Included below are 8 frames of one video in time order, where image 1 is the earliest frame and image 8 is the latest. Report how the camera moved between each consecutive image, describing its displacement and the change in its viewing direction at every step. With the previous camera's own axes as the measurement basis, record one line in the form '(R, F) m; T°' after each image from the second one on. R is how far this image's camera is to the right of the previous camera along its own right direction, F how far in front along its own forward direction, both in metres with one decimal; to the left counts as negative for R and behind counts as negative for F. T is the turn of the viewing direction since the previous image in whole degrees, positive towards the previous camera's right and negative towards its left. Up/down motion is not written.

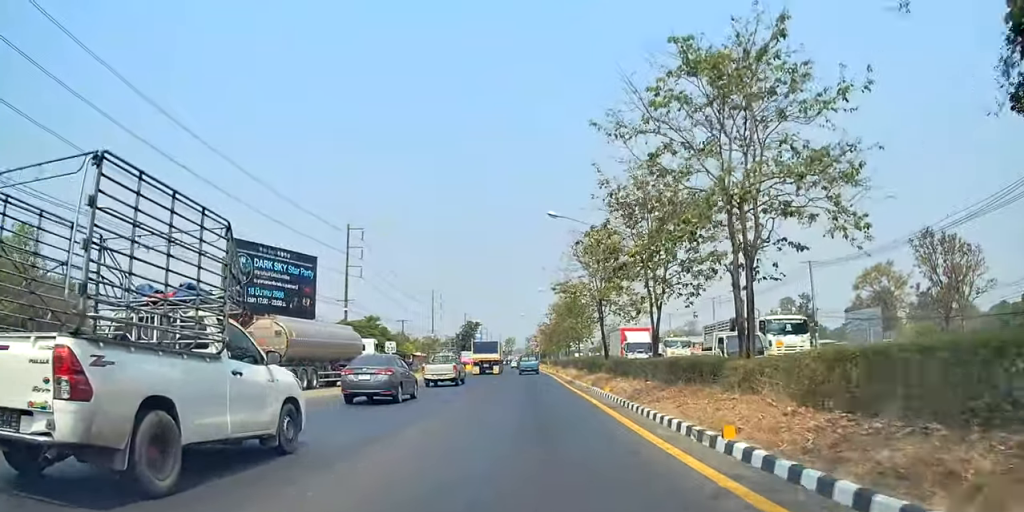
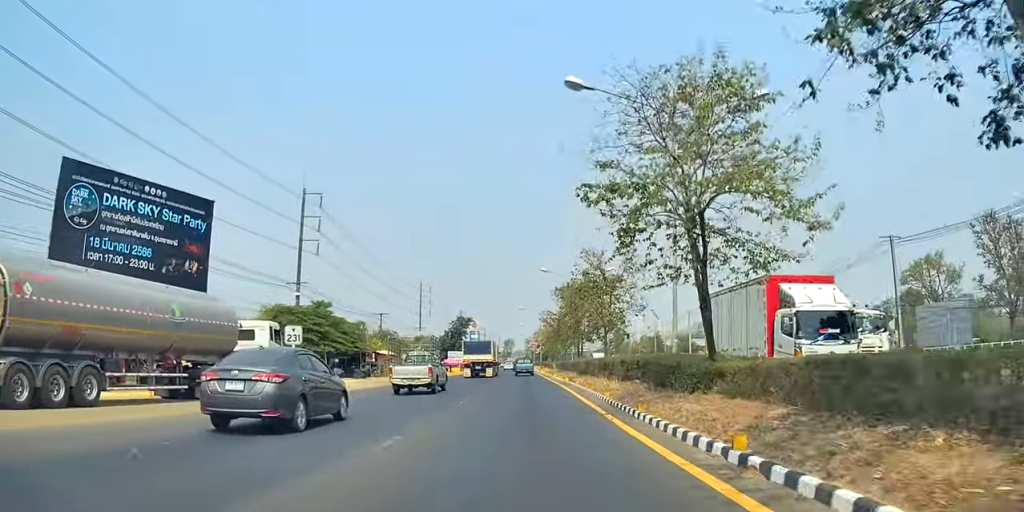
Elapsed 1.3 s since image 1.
(-0.2, +18.3) m; -1°
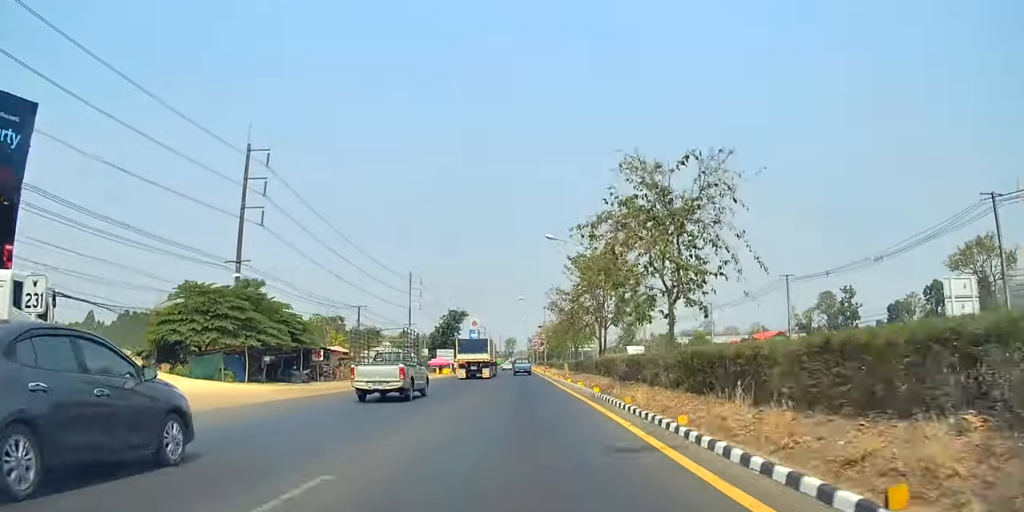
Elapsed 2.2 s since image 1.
(+0.1, +14.4) m; -2°
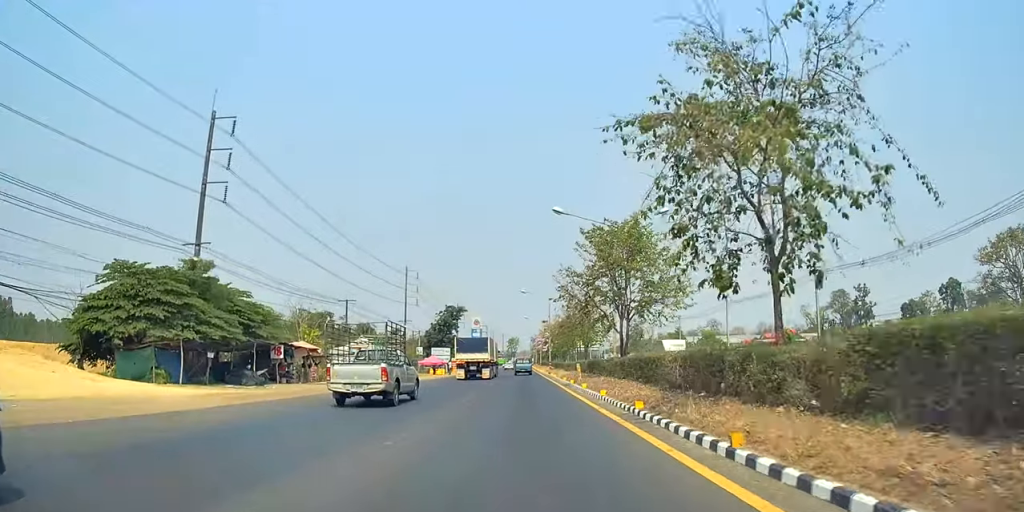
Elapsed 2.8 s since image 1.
(-0.1, +7.8) m; 0°
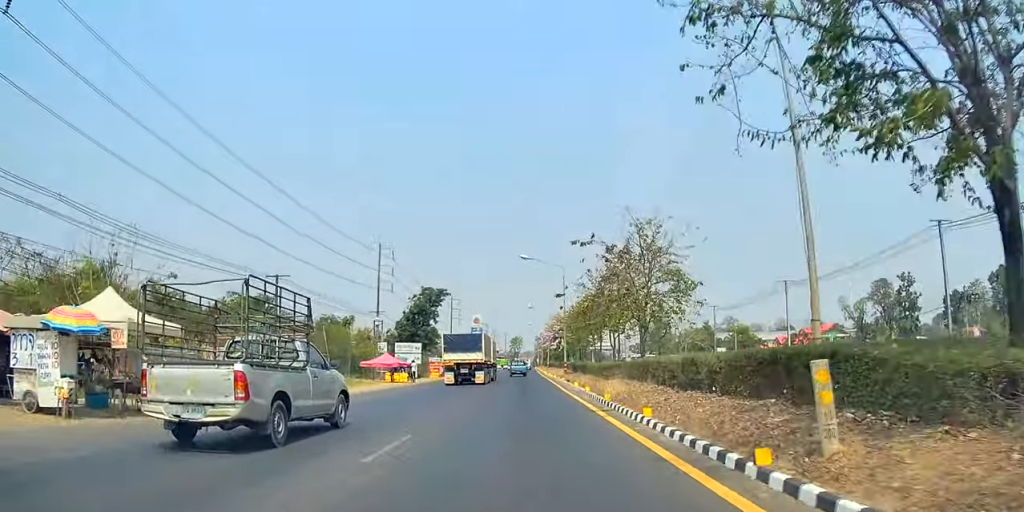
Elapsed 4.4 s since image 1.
(+0.2, +25.0) m; +3°
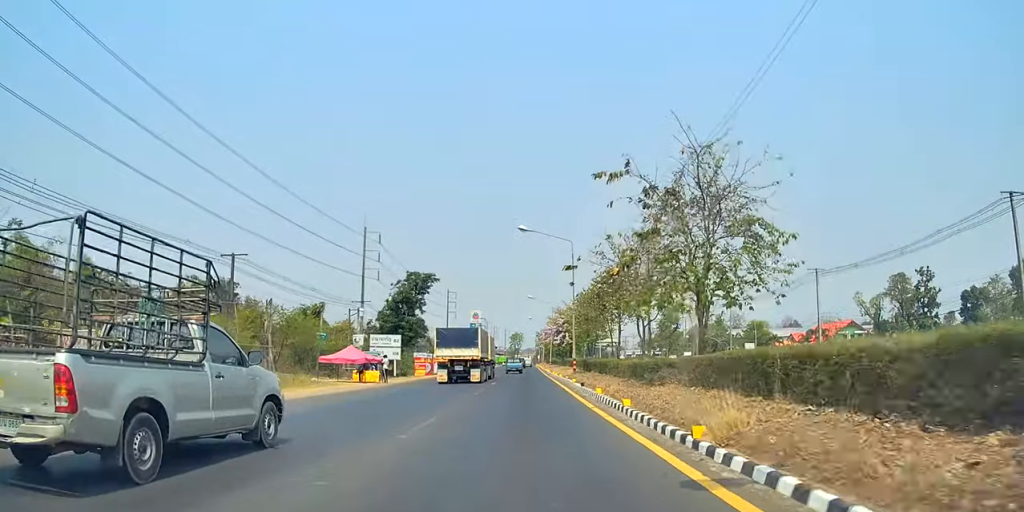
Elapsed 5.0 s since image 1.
(+0.2, +9.2) m; -1°
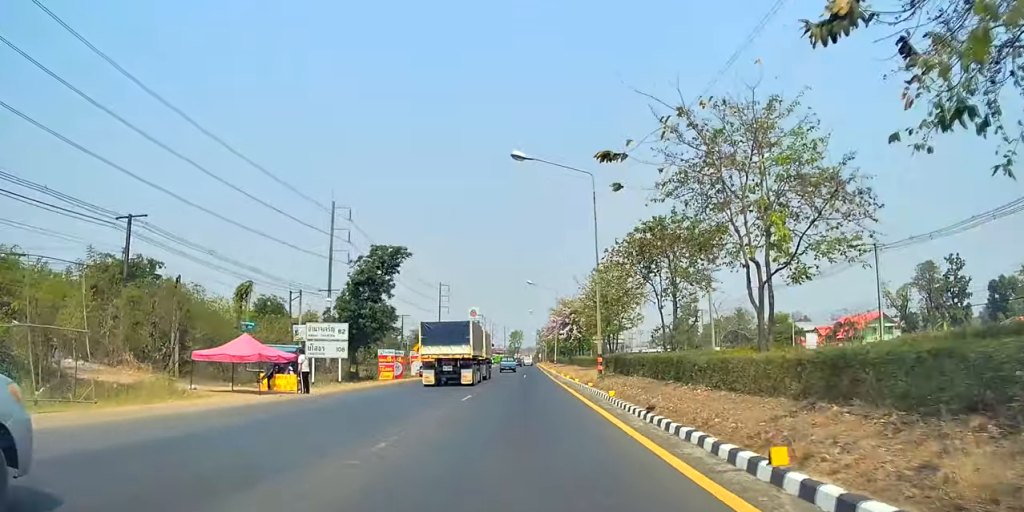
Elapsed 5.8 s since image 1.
(-0.2, +14.1) m; -2°
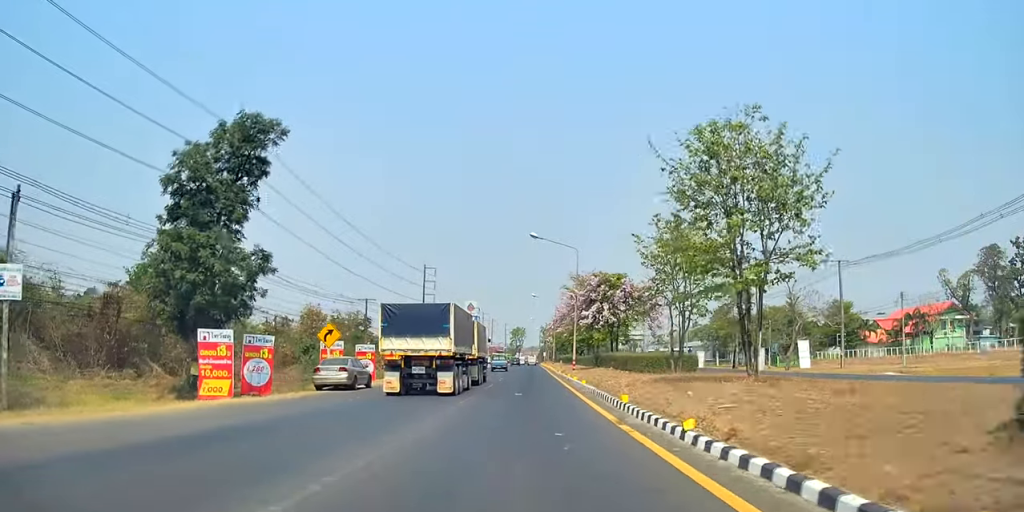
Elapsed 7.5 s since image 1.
(-0.6, +26.6) m; 0°
